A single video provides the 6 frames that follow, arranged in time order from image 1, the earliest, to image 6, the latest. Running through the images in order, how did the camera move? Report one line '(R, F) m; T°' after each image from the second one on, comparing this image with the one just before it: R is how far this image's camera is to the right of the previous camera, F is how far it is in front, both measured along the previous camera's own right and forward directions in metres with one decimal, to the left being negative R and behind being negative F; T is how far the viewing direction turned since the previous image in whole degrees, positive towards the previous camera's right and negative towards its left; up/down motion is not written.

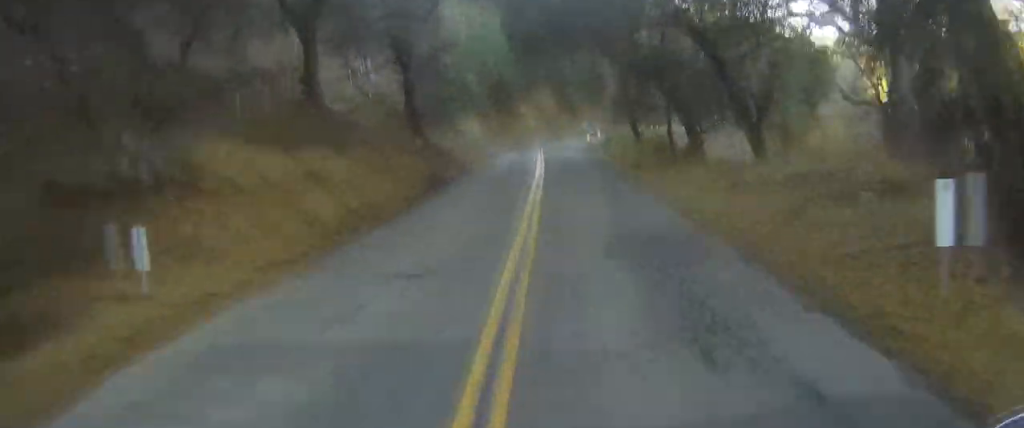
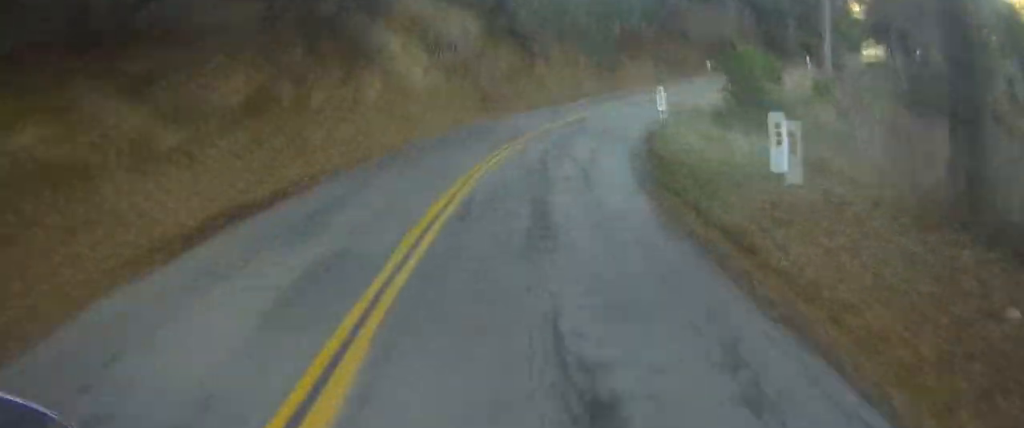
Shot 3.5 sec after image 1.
(+5.7, +53.6) m; +14°
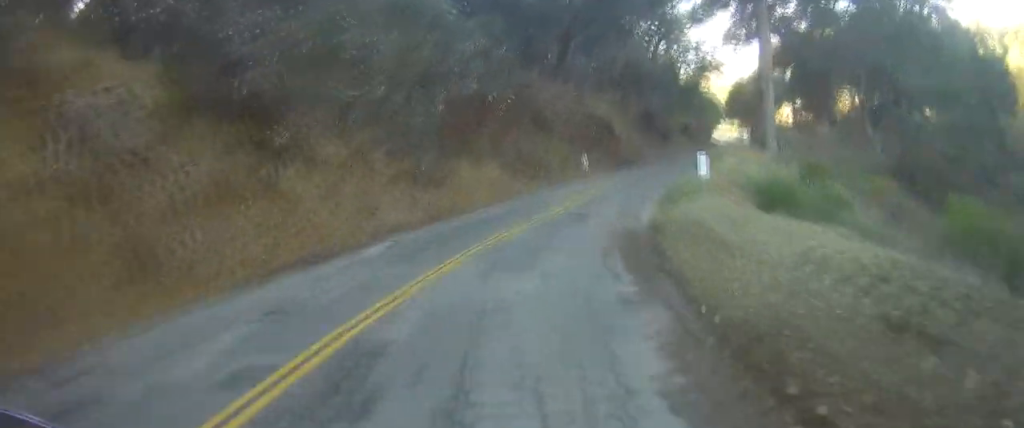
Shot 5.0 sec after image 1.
(+2.9, +19.4) m; +17°
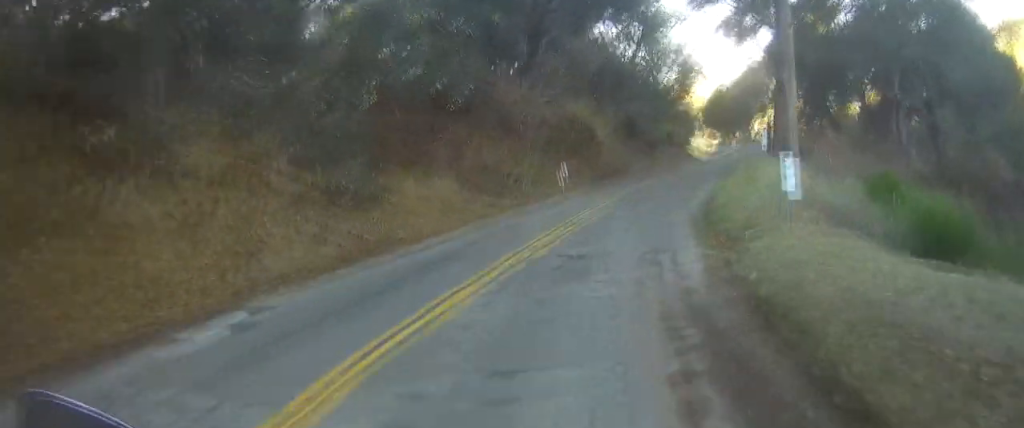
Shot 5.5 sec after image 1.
(+0.4, +7.4) m; +6°
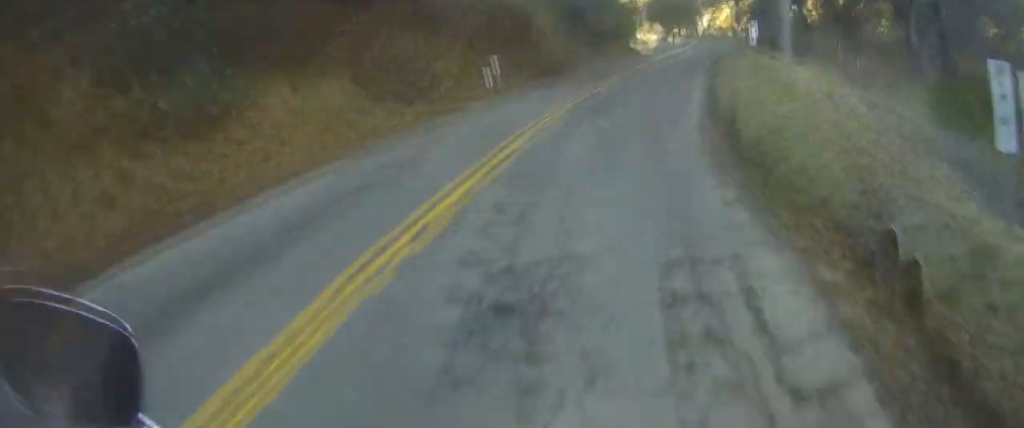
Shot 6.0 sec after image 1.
(+0.4, +6.7) m; +2°
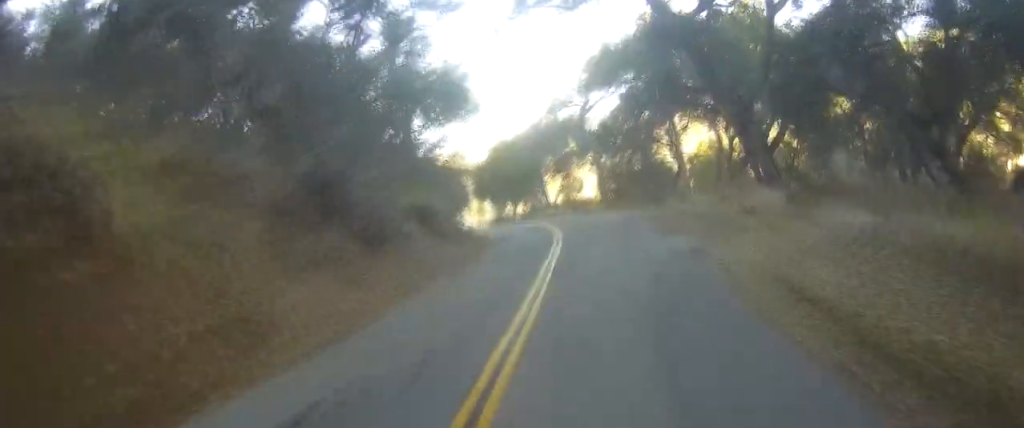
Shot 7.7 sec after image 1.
(+1.7, +22.9) m; +12°
